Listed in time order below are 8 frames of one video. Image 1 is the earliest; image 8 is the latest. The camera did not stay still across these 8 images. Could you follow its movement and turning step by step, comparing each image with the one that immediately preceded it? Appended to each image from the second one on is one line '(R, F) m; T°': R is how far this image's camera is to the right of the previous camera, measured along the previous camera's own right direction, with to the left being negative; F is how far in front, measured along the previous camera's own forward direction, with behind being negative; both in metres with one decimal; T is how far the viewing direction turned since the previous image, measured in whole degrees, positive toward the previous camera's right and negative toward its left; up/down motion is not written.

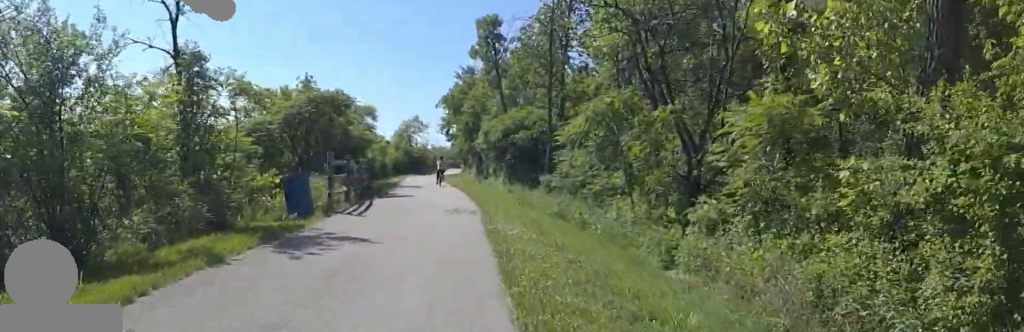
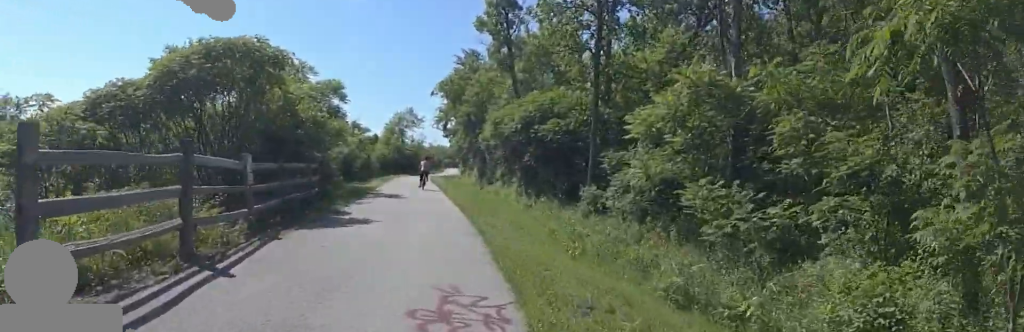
(+0.9, +10.2) m; +3°
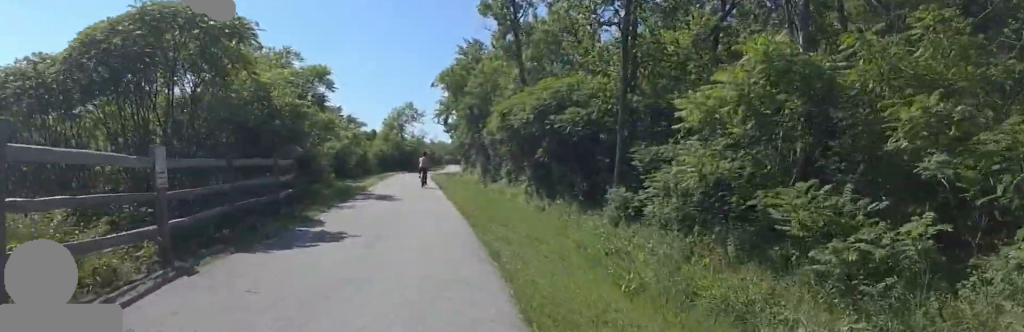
(-0.5, +3.3) m; 0°
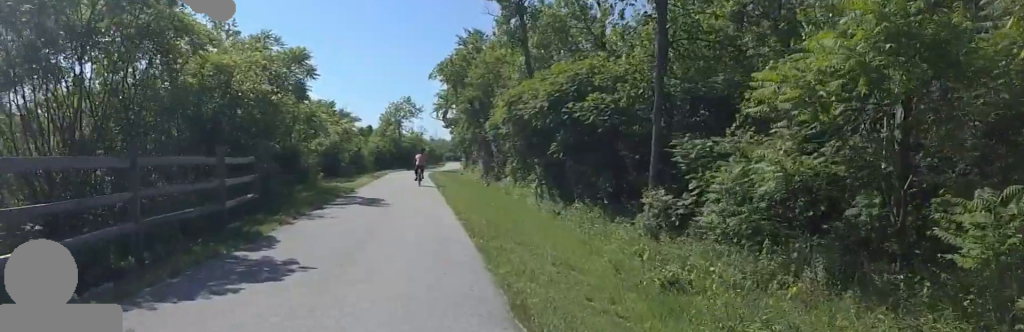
(+0.2, +3.2) m; 0°
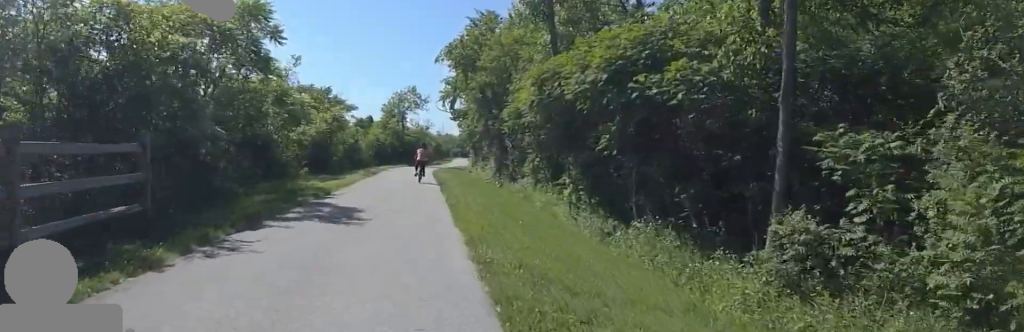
(+0.4, +5.4) m; -2°
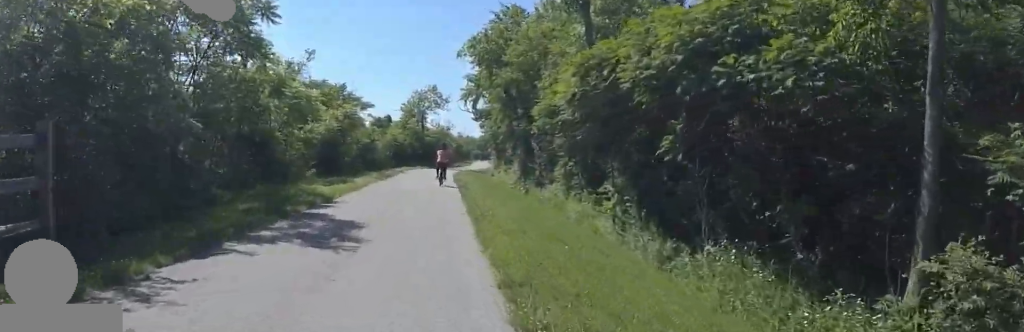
(-0.3, +2.6) m; -4°
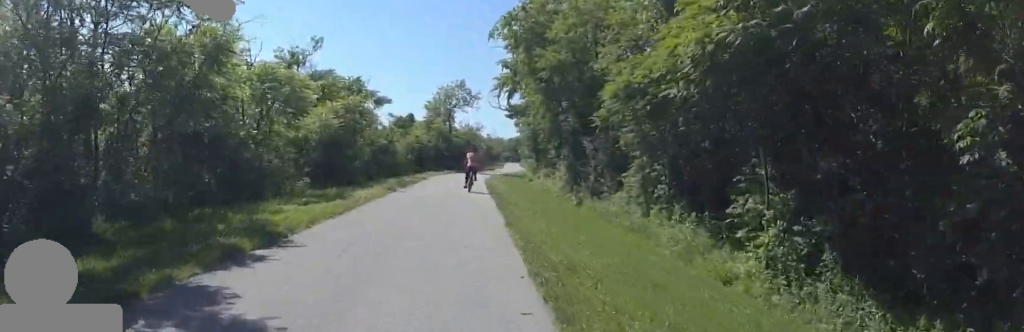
(-0.5, +6.1) m; -8°
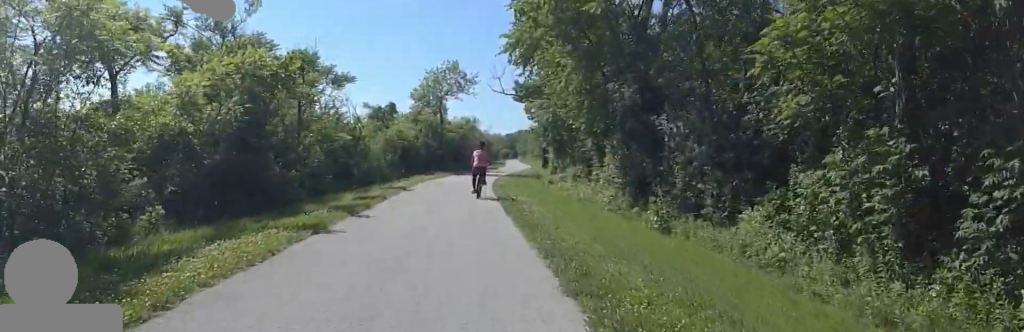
(-0.6, +9.9) m; -2°
